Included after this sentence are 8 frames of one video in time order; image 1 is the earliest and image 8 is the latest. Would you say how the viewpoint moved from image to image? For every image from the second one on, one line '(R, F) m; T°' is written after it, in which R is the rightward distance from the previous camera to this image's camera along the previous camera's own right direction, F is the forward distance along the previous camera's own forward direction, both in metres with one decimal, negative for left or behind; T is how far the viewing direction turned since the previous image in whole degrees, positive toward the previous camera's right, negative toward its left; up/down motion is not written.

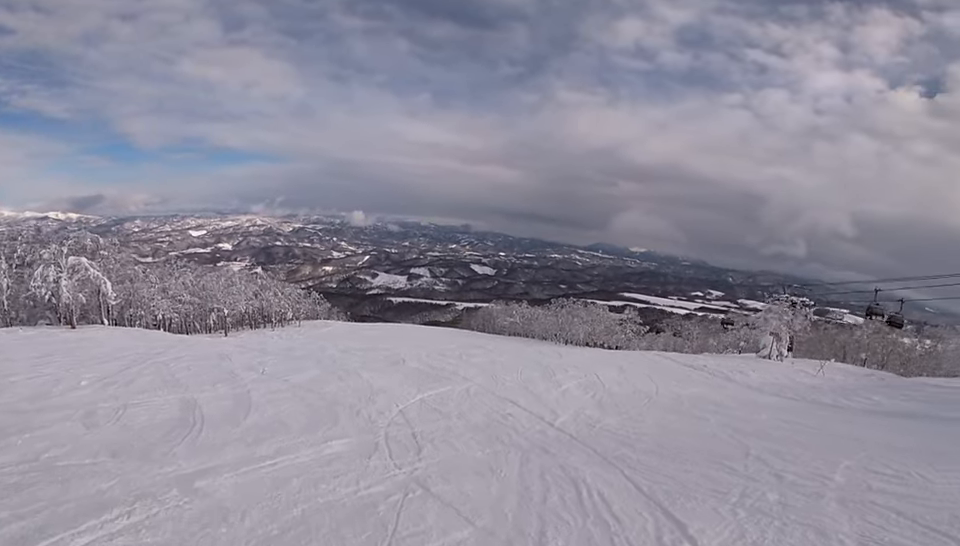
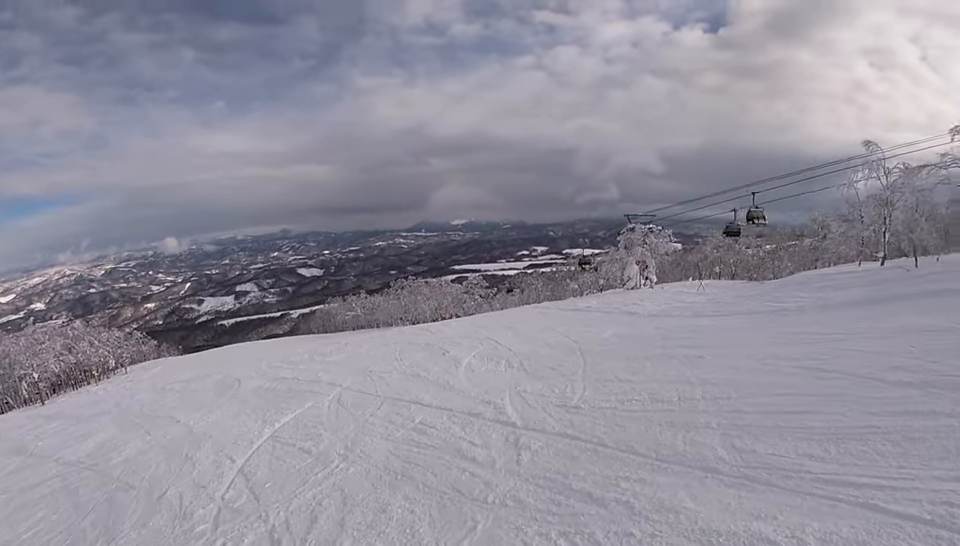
(+0.8, +5.2) m; +12°
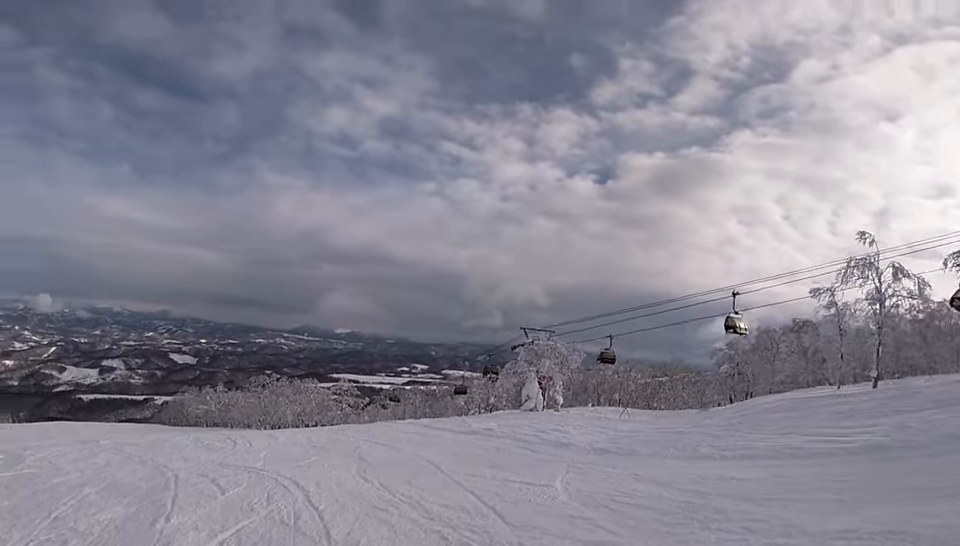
(+1.1, +9.6) m; +6°
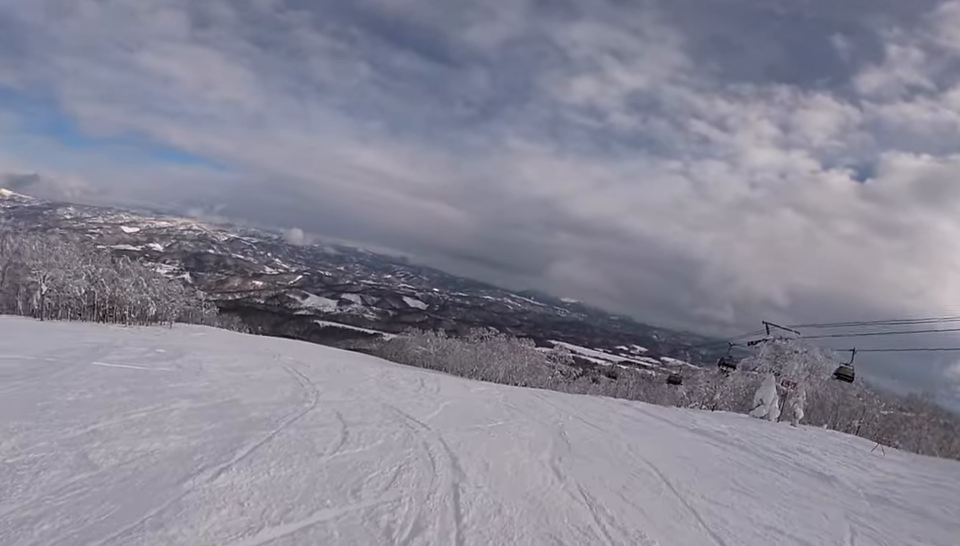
(0.0, +2.8) m; -5°
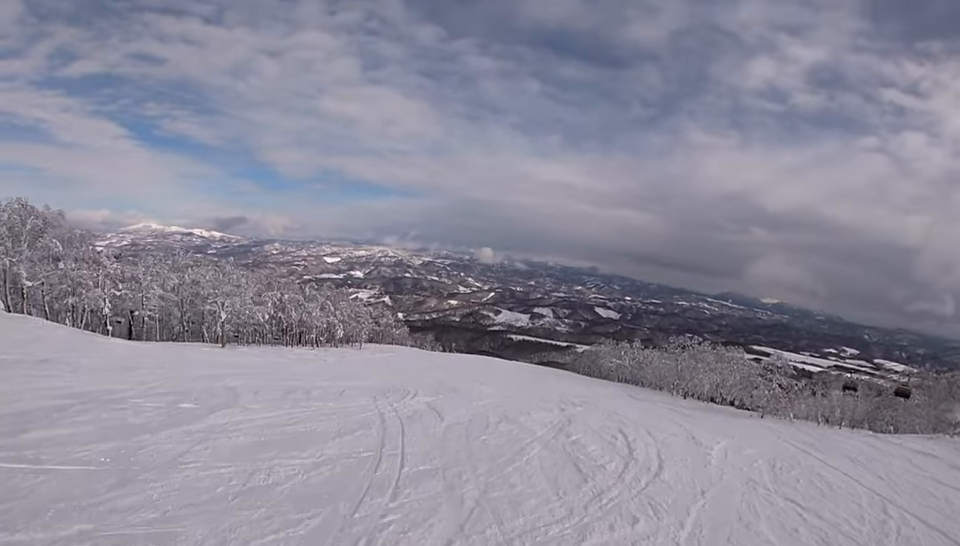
(-0.6, +6.4) m; -13°
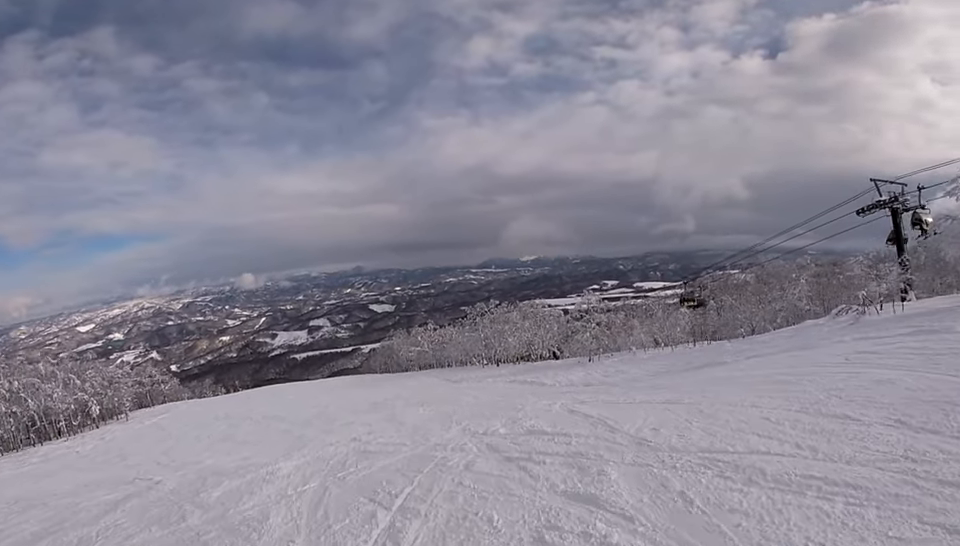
(-1.5, +9.8) m; +16°
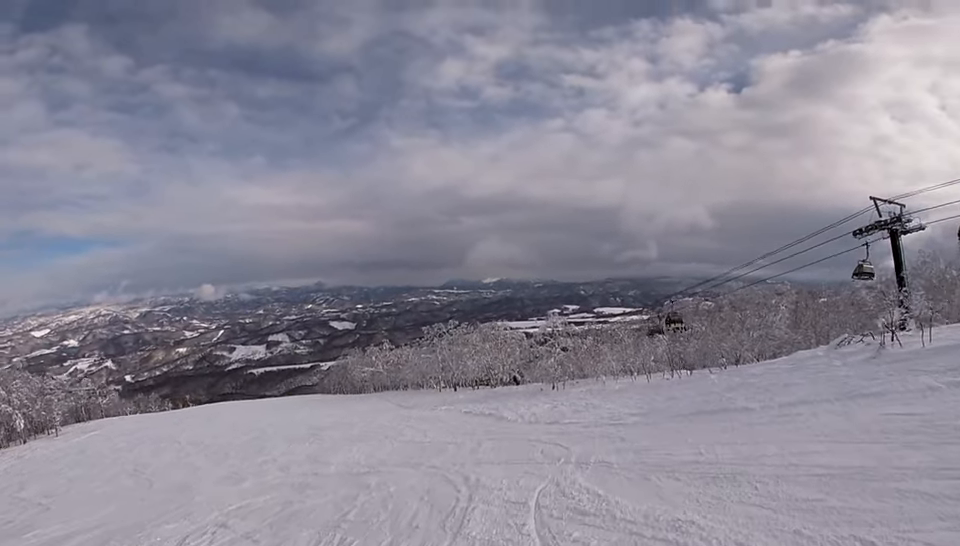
(+2.4, +5.2) m; +2°
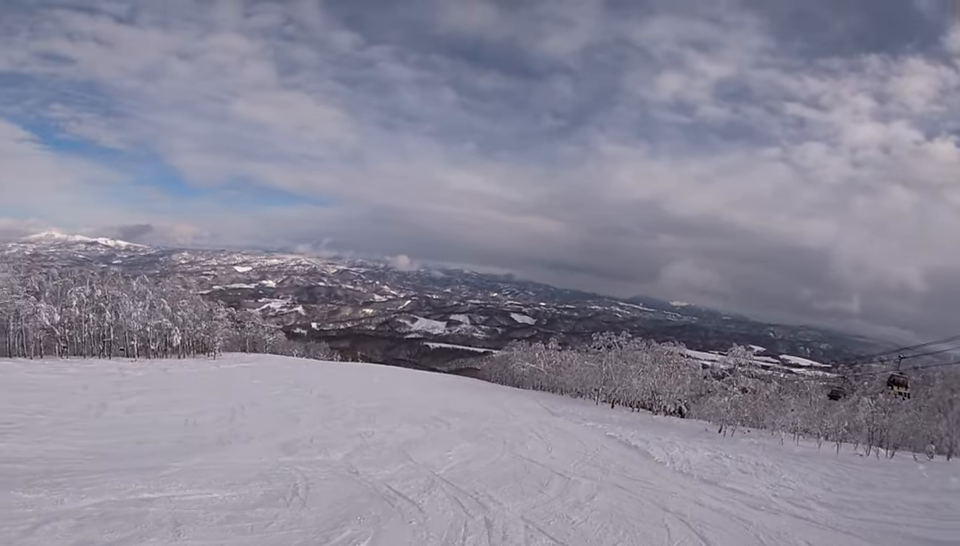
(-1.2, +5.2) m; -18°
